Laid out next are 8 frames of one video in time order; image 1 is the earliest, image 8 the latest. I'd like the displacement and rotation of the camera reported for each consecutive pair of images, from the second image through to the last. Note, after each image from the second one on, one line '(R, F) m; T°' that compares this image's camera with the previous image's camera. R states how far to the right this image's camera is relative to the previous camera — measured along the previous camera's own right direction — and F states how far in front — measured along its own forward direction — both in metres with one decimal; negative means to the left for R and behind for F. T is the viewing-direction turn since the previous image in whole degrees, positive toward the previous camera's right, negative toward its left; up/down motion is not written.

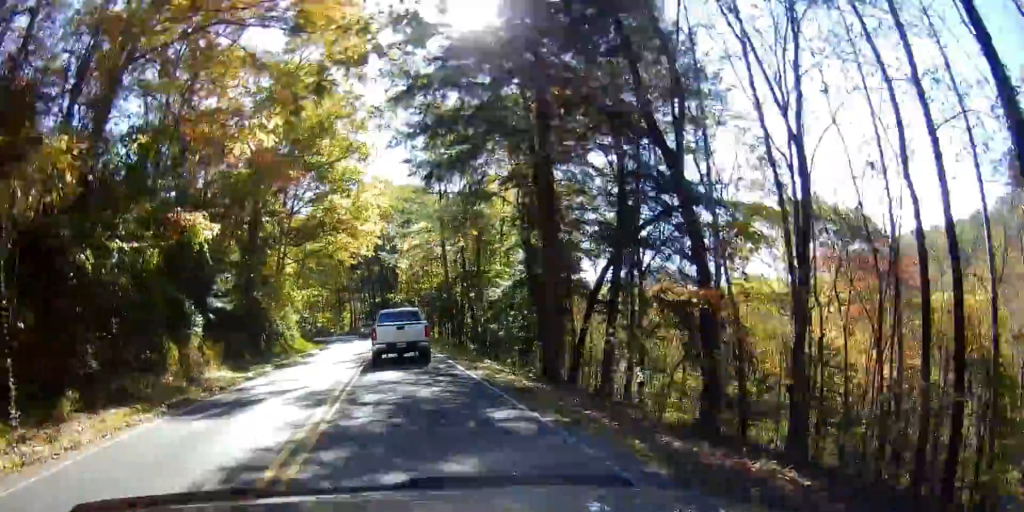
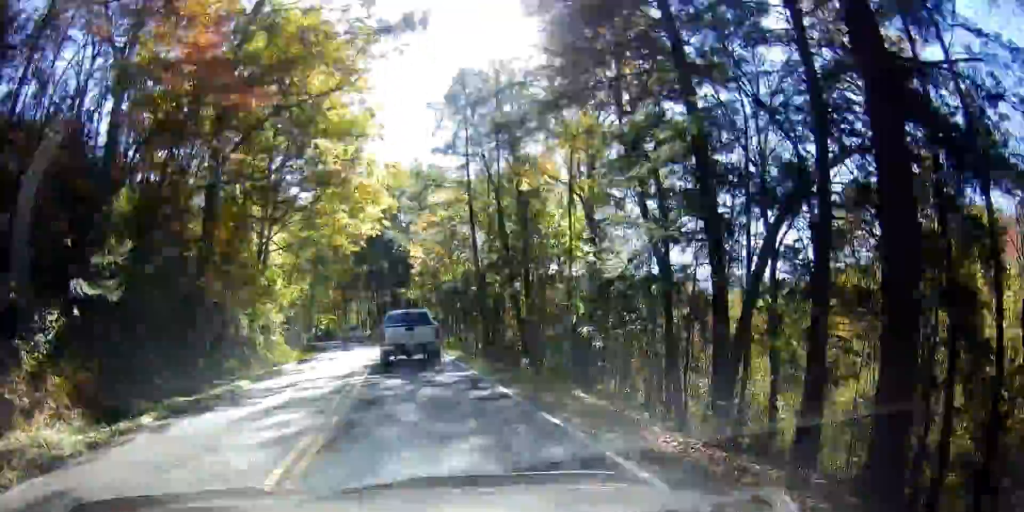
(-0.2, +12.5) m; -3°
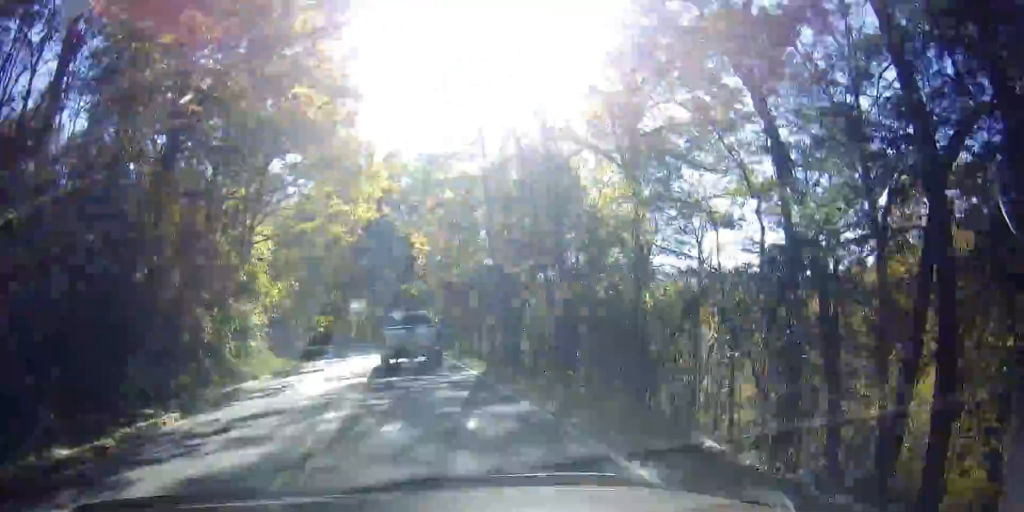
(-0.2, +6.6) m; -1°
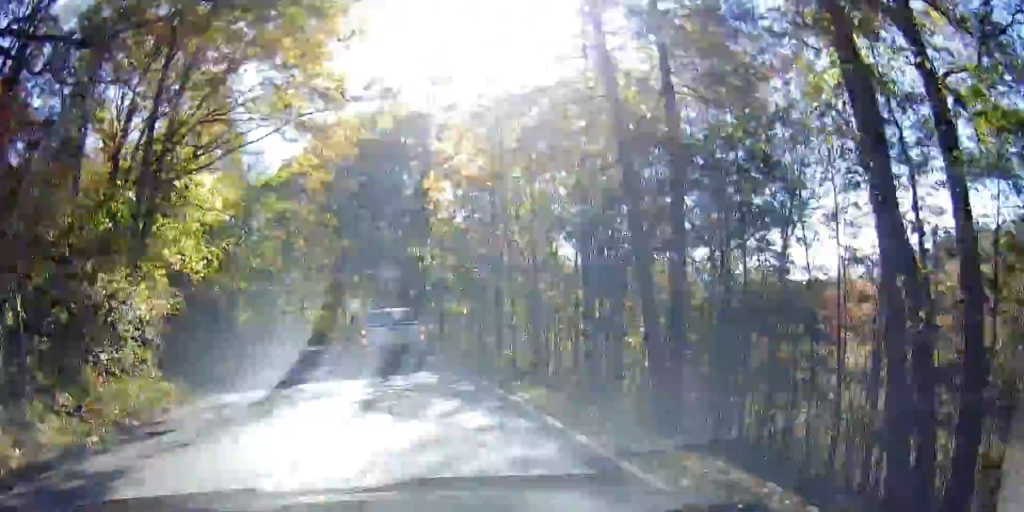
(-0.2, +18.7) m; -1°
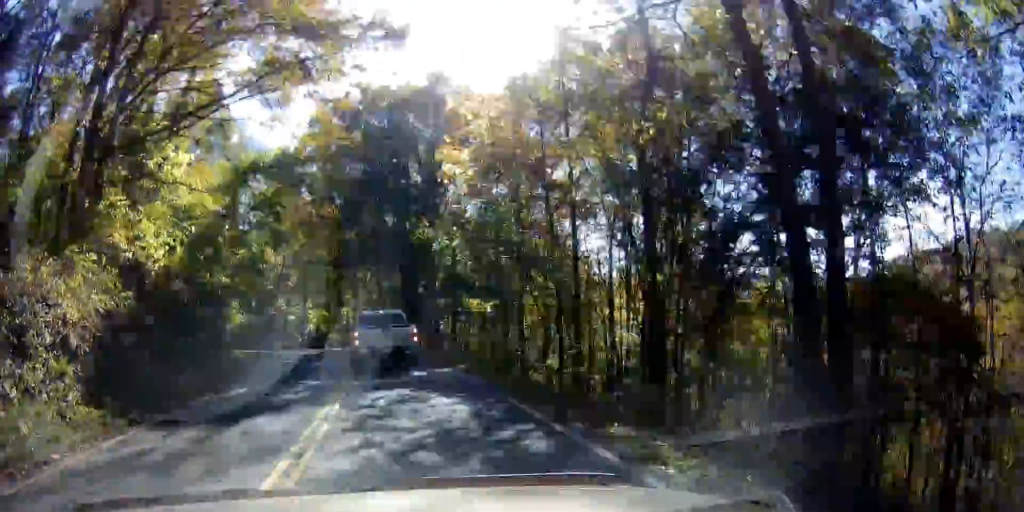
(+0.1, +5.9) m; -1°
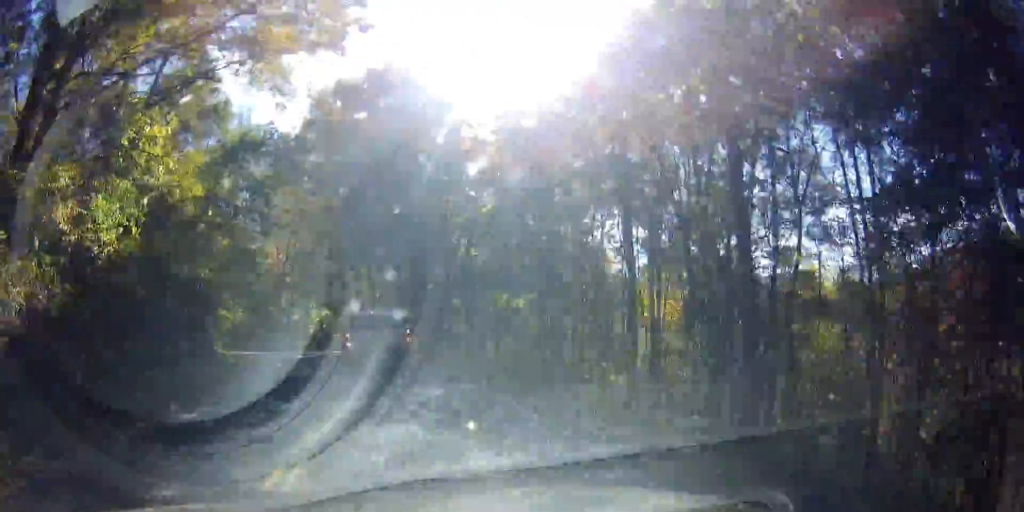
(0.0, +5.0) m; -1°
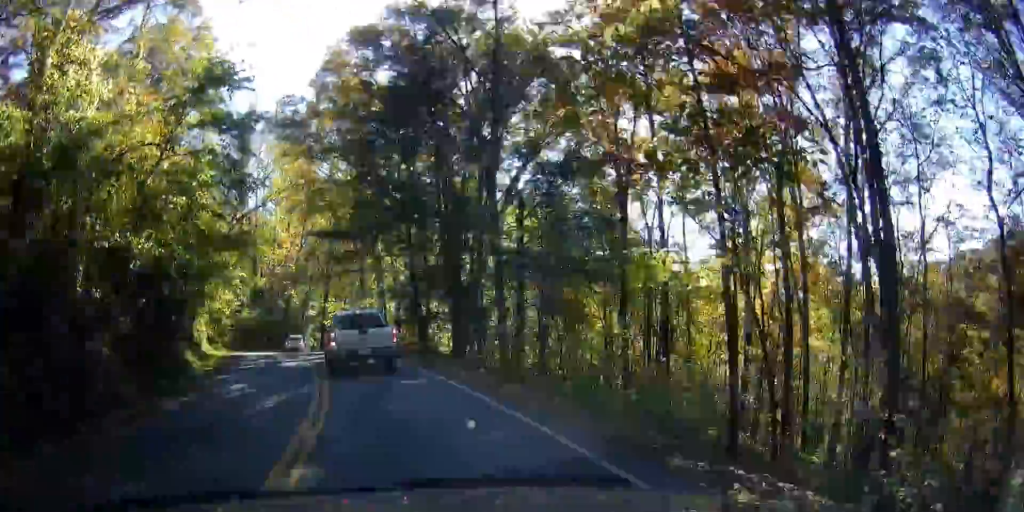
(-0.4, +10.5) m; -4°
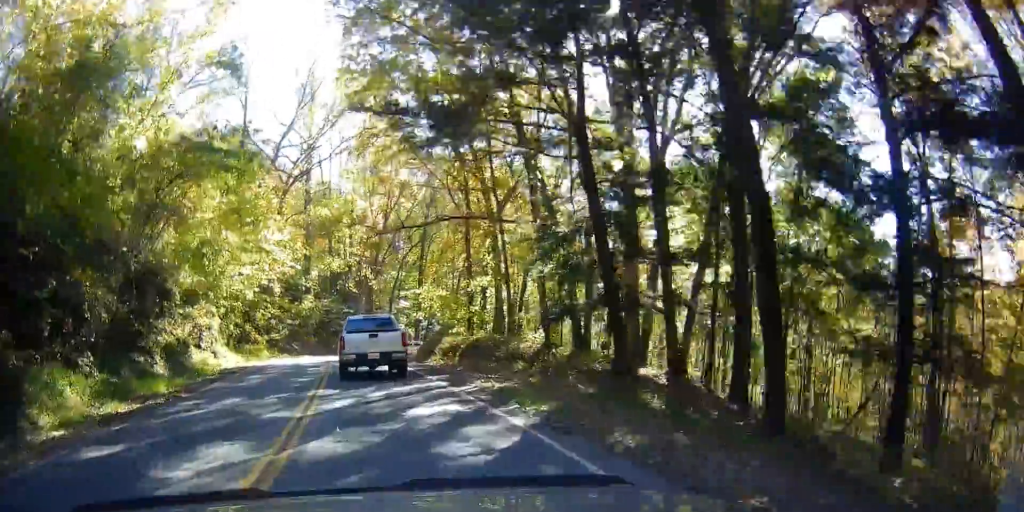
(-0.8, +21.8) m; -2°
